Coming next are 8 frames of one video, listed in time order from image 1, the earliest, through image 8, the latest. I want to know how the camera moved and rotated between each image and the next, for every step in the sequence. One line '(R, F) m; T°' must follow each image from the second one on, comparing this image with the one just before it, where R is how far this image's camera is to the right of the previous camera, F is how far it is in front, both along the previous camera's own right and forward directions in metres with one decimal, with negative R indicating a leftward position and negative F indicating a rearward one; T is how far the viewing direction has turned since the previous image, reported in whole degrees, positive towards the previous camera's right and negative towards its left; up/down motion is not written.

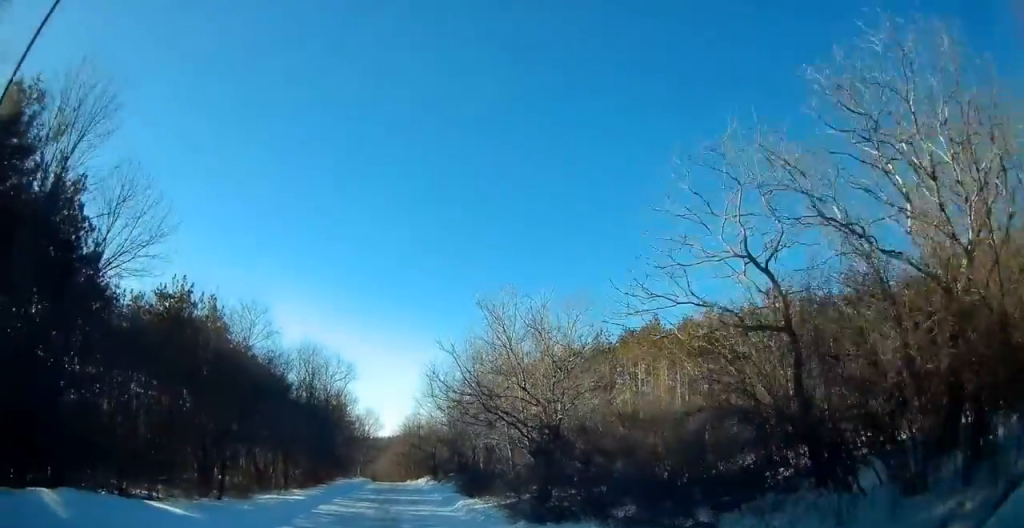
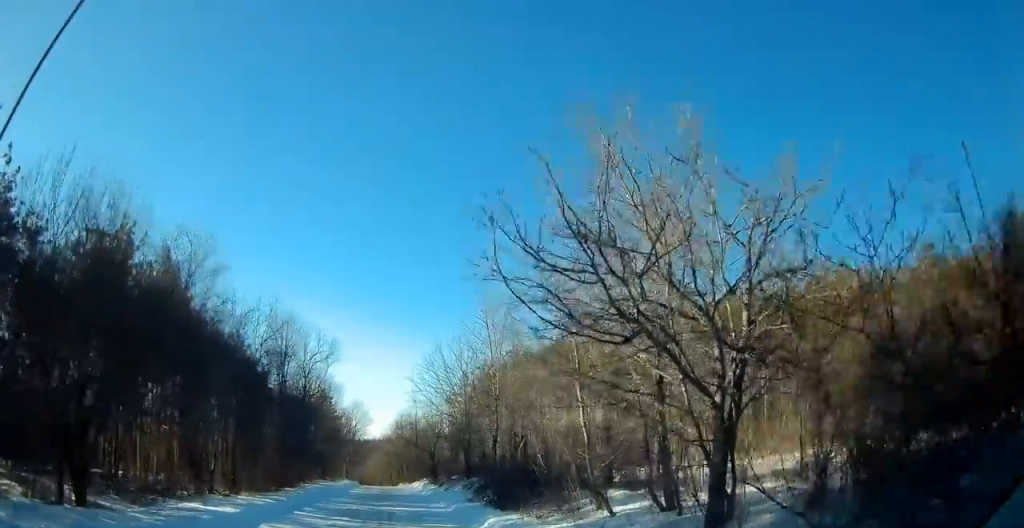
(+0.1, +12.4) m; 0°
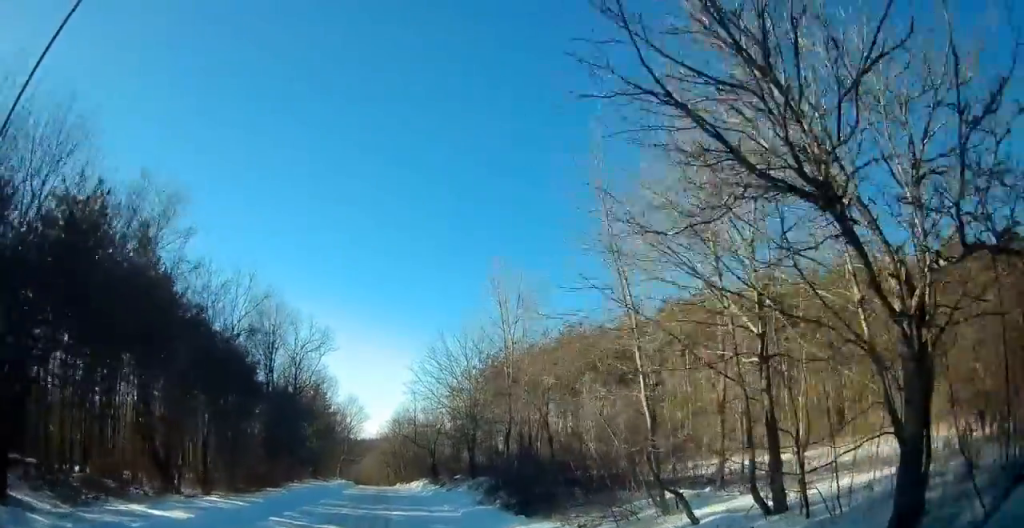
(0.0, +4.3) m; 0°
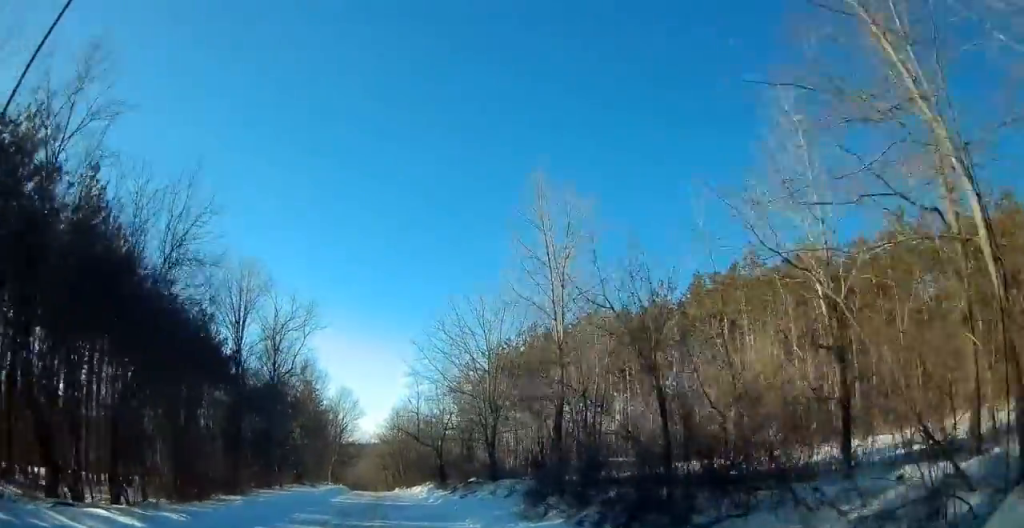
(+0.1, +9.1) m; +2°
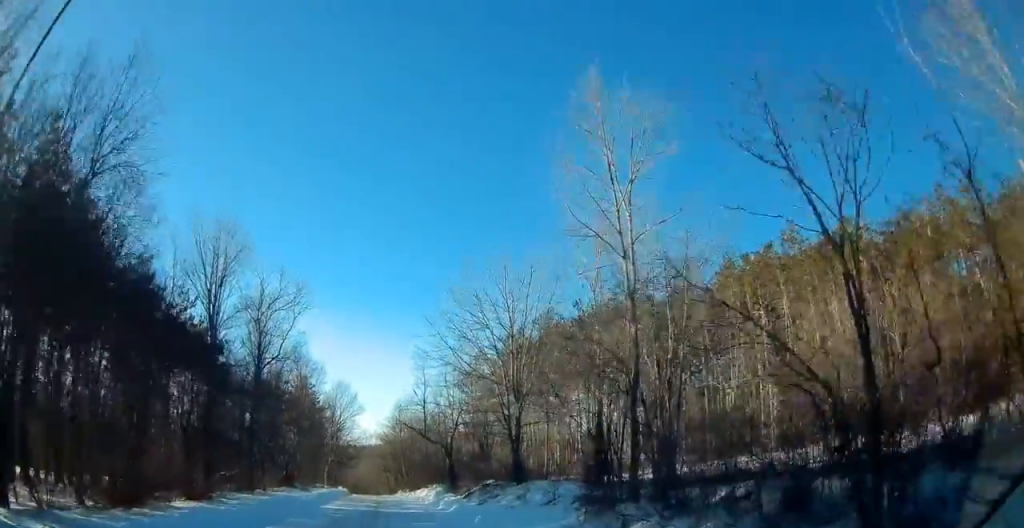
(+0.1, +6.2) m; -1°
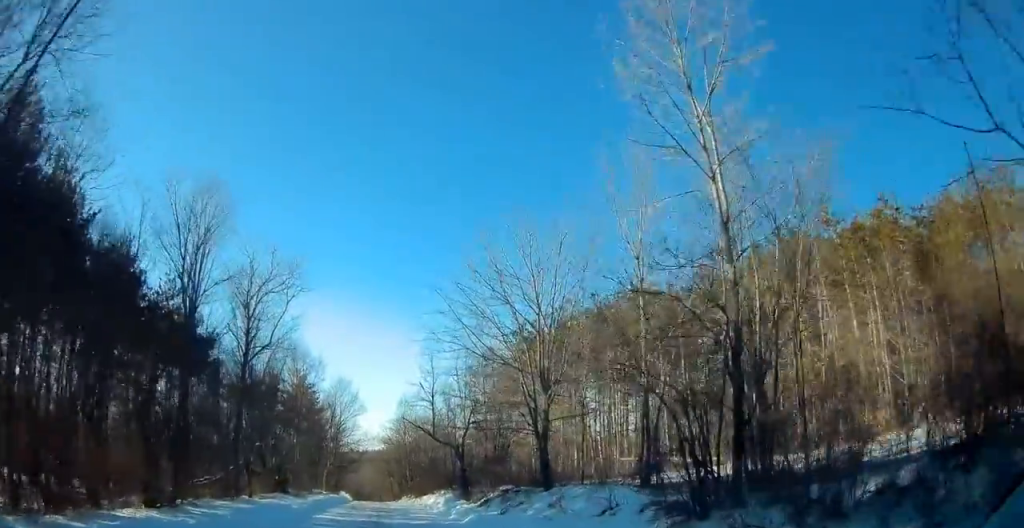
(0.0, +4.5) m; -1°
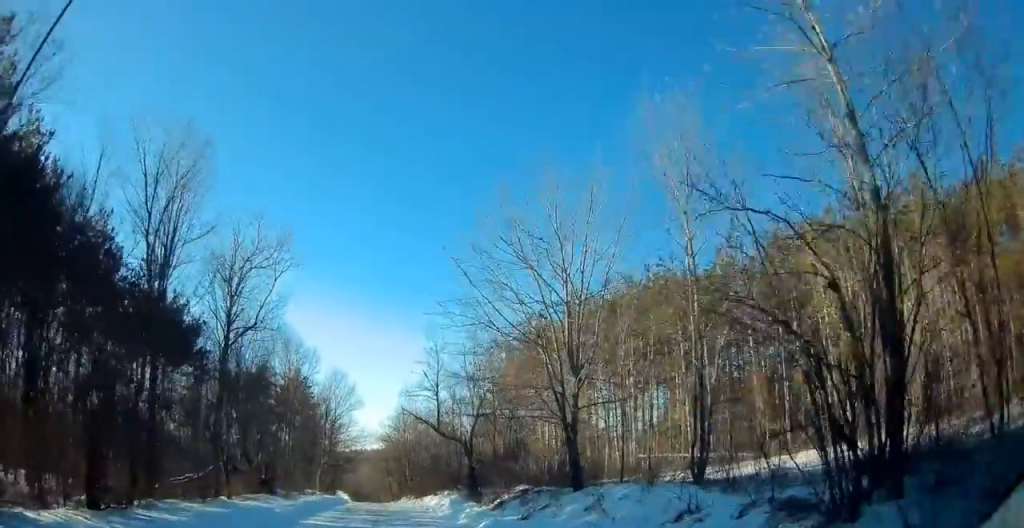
(-0.1, +4.0) m; -1°
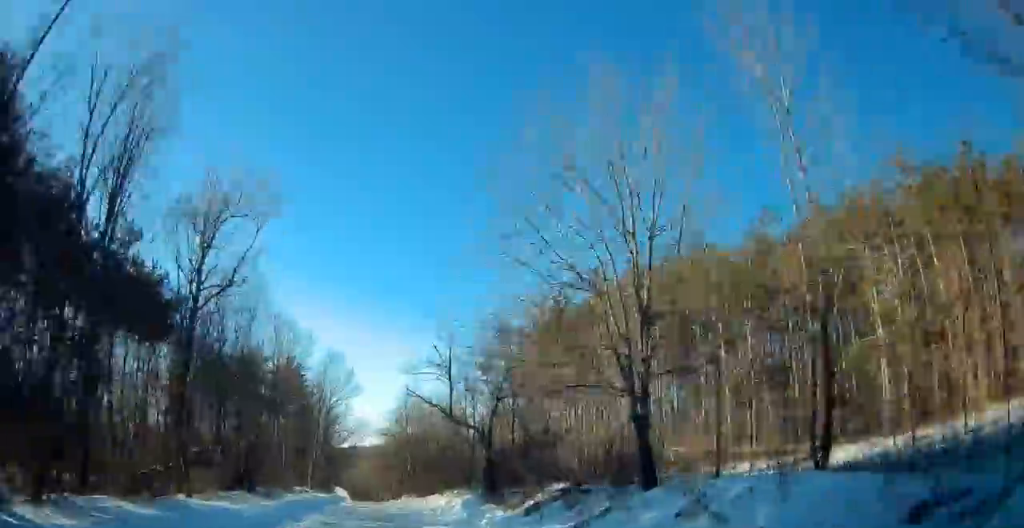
(-0.1, +5.7) m; +2°
